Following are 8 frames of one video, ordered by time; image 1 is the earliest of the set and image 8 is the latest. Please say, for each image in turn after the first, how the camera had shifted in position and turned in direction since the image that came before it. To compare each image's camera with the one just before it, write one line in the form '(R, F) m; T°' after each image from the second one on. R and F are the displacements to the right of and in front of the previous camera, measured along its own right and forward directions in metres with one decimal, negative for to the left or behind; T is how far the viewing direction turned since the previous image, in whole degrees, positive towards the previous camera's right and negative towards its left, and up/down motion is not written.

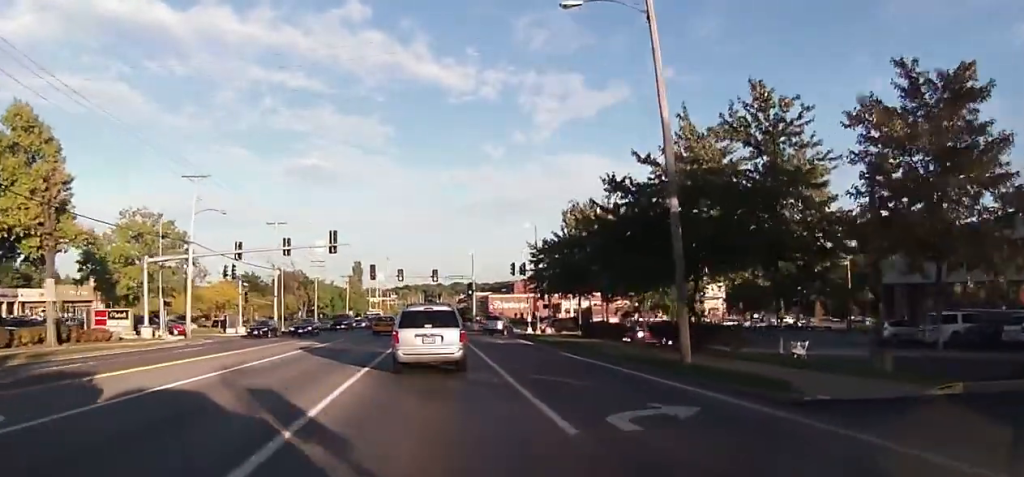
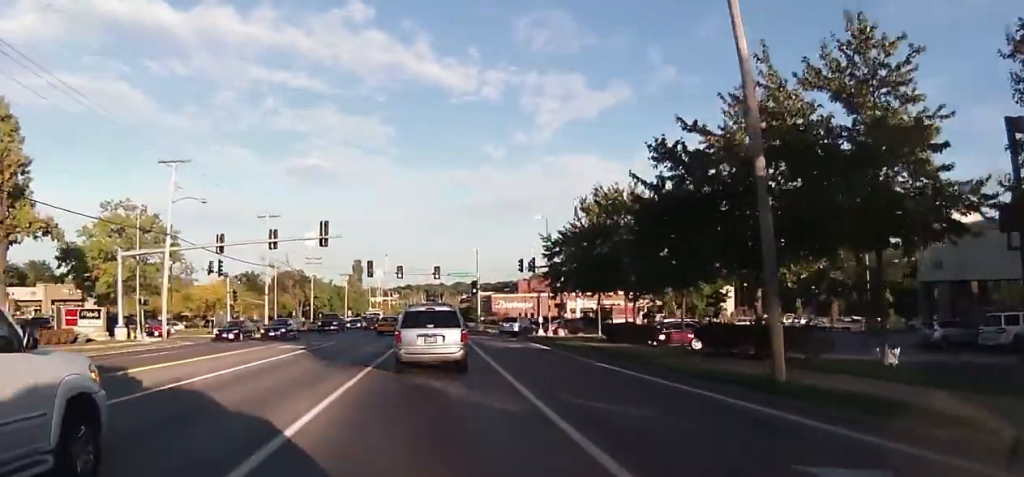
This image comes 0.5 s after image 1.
(-0.1, +4.2) m; +1°
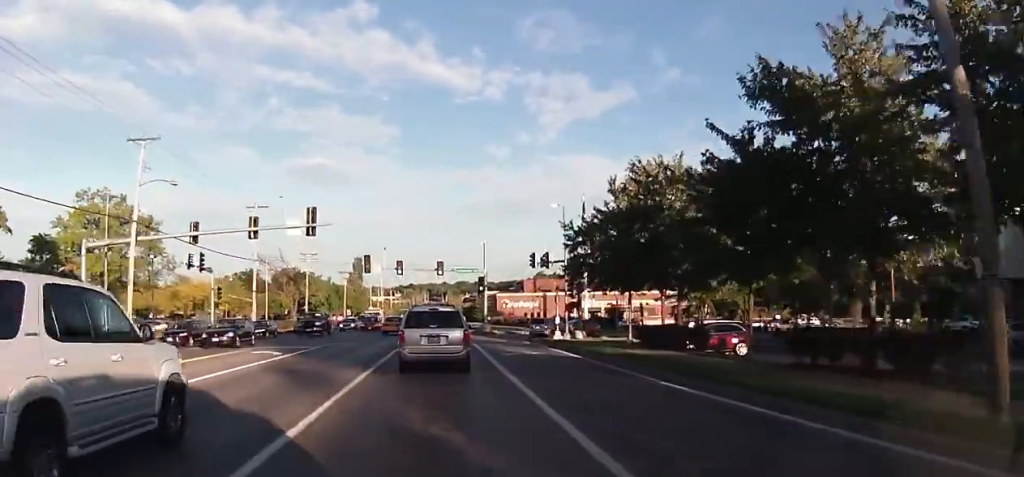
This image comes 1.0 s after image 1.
(+0.2, +5.4) m; -1°
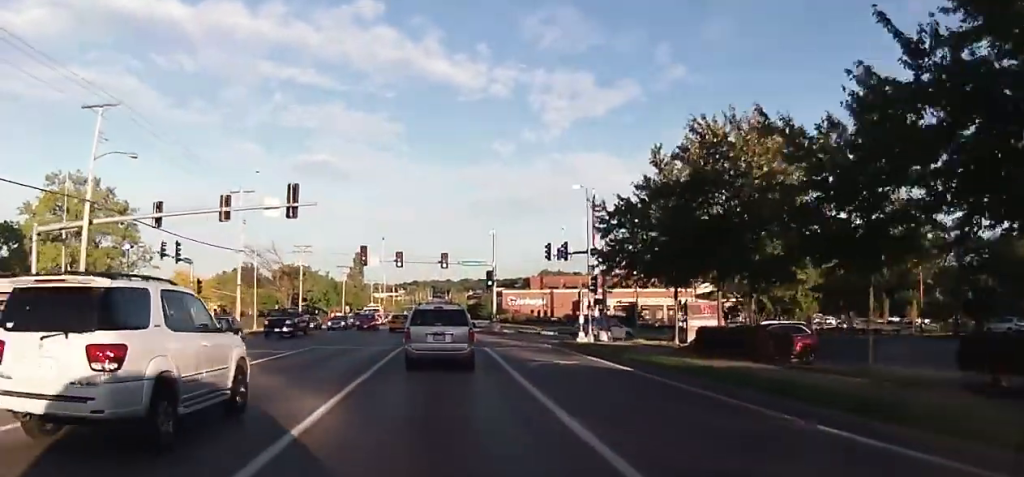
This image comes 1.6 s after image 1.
(+0.1, +5.8) m; -1°
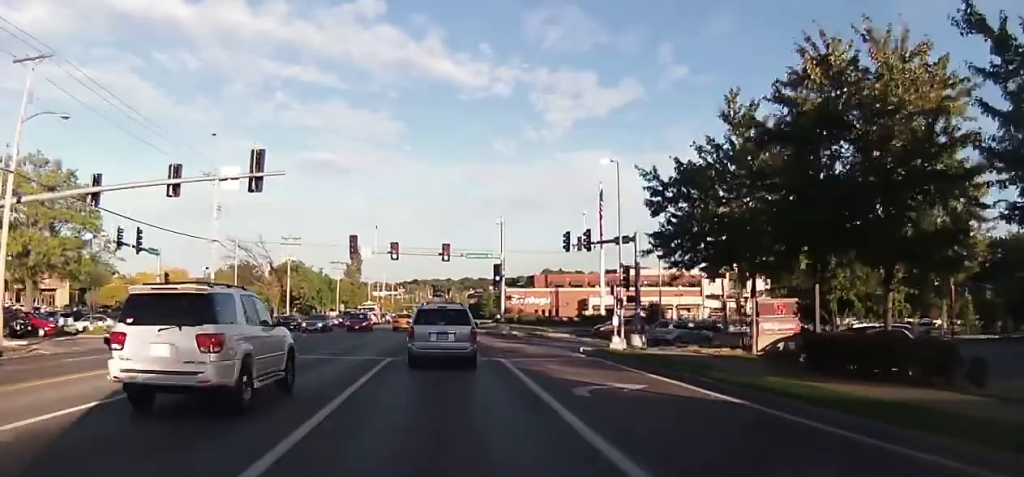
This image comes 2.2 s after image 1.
(-0.4, +6.7) m; 0°
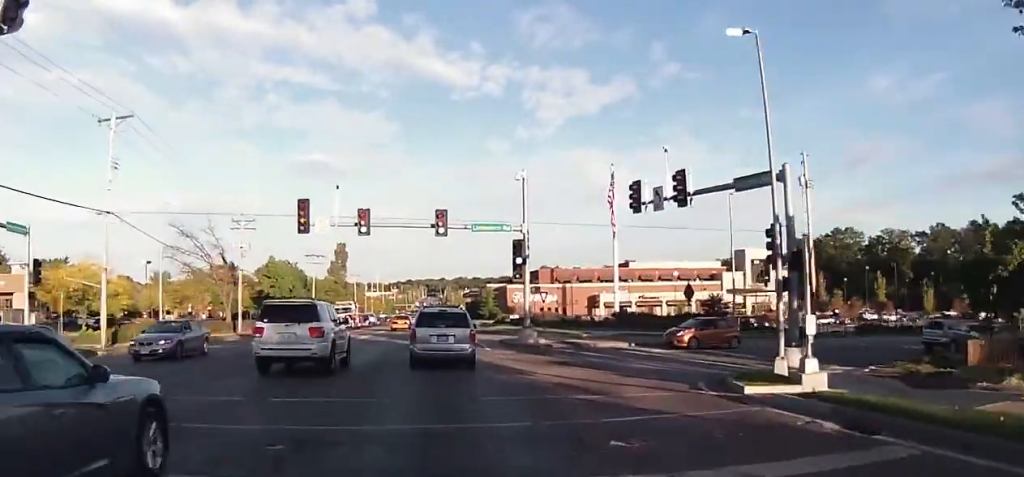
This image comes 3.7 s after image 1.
(+0.2, +16.1) m; -1°
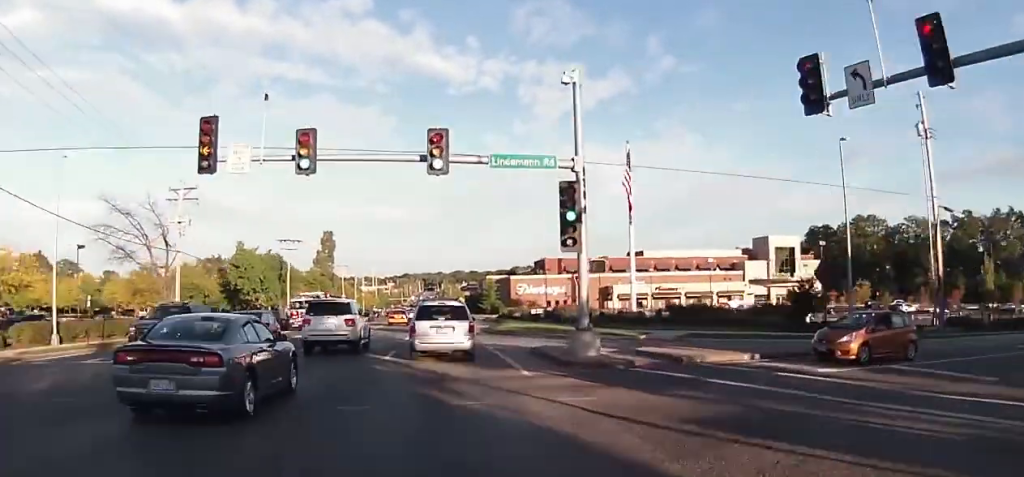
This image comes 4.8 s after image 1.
(-0.3, +13.5) m; 0°
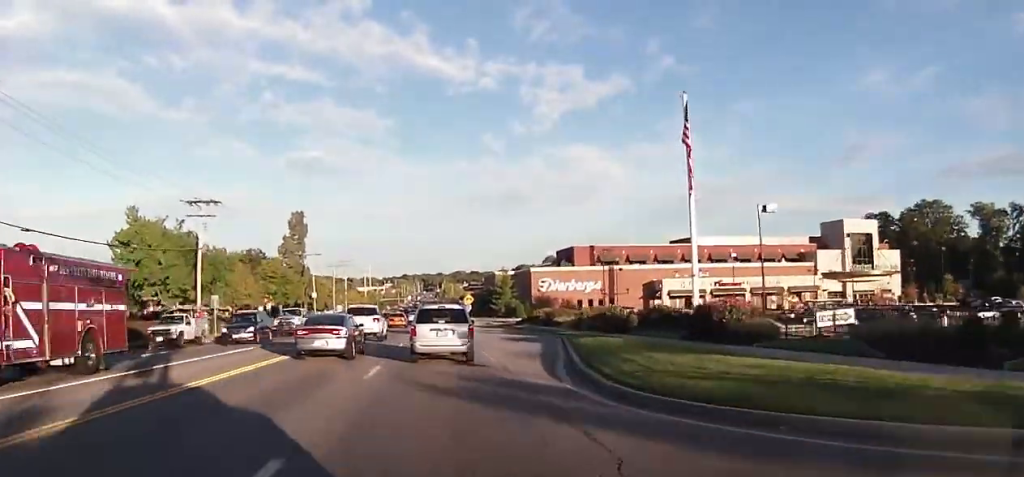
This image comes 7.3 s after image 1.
(+0.7, +29.5) m; +1°
